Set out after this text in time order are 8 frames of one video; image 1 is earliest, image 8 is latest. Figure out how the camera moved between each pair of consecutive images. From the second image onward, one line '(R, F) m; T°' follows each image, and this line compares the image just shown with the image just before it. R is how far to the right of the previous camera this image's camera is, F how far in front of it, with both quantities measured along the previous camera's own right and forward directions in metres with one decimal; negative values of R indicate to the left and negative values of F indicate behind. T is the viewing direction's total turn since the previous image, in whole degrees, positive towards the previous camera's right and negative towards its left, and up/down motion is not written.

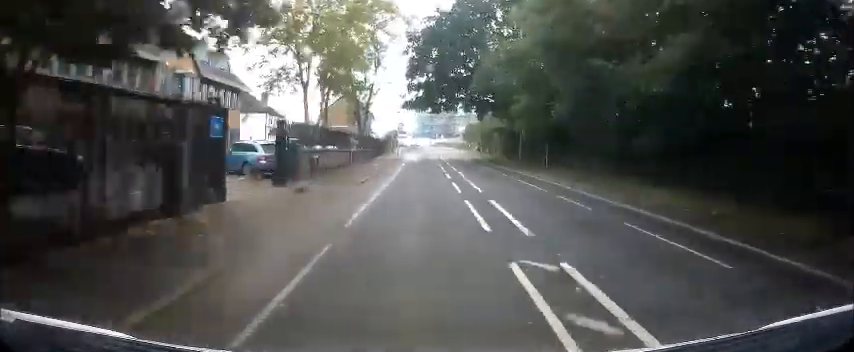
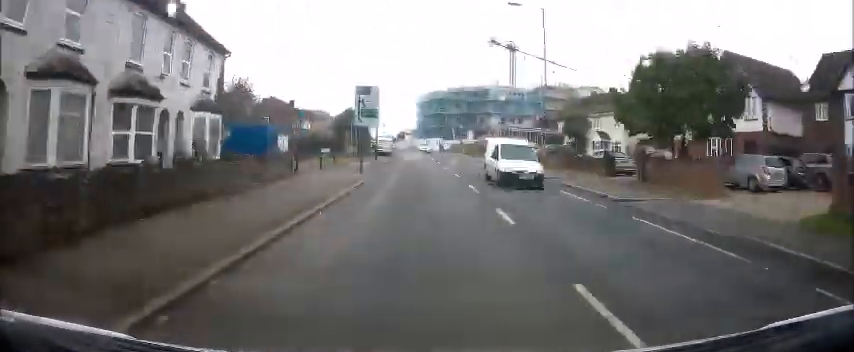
(-0.6, +72.5) m; -2°
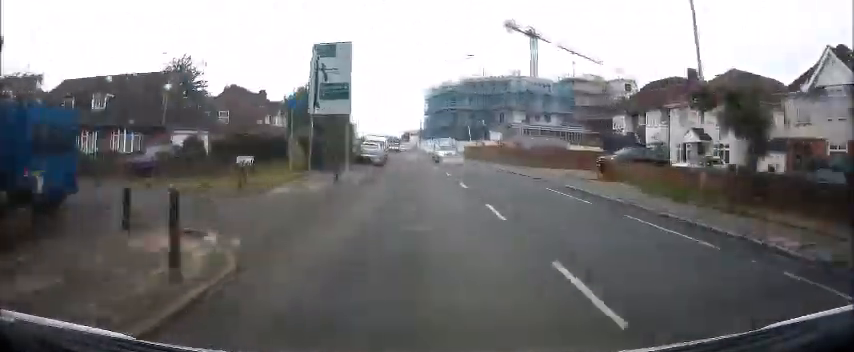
(0.0, +16.9) m; -1°
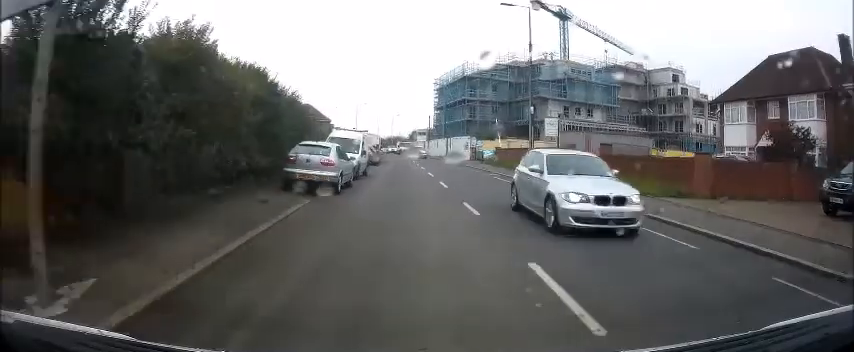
(-0.2, +18.0) m; -1°
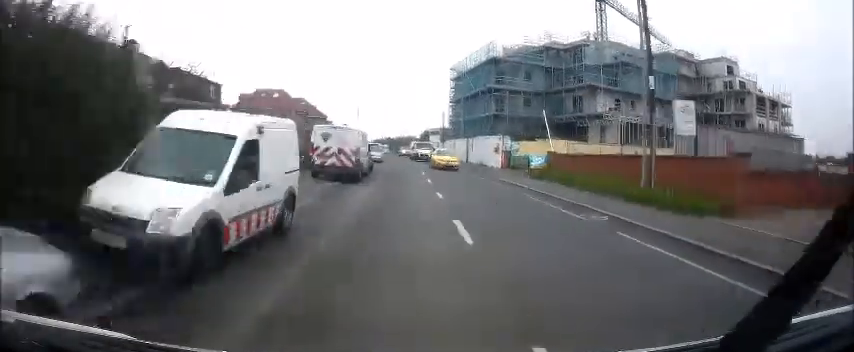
(-0.2, +14.7) m; -1°
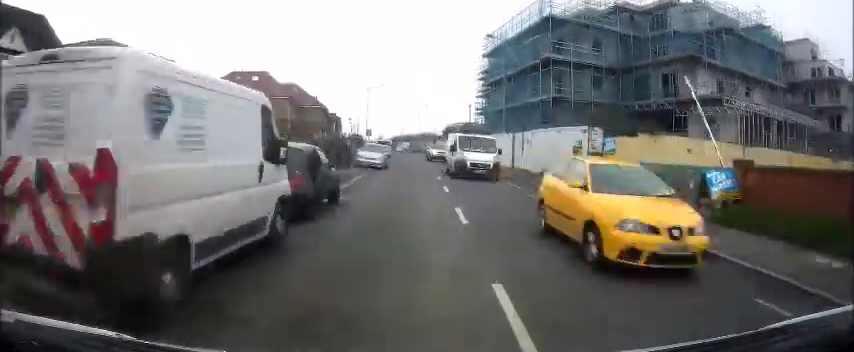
(-0.2, +16.6) m; -1°
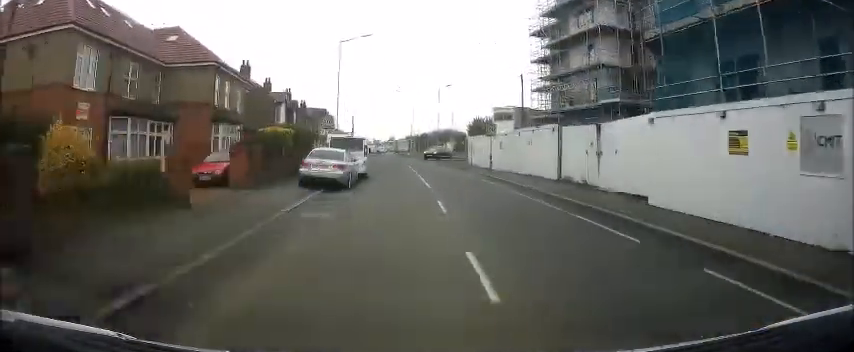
(-1.0, +35.9) m; -4°
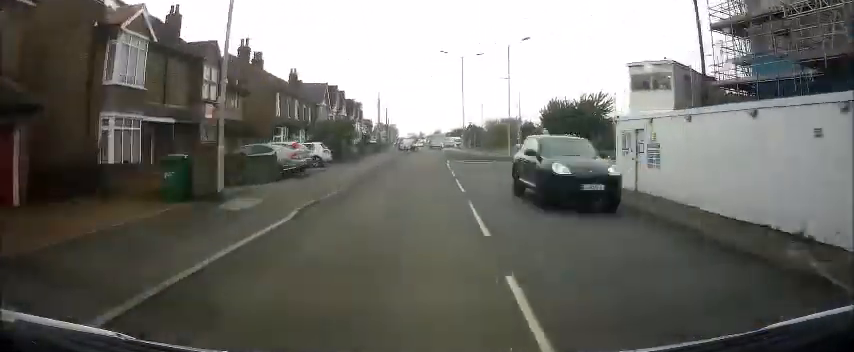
(-0.8, +26.3) m; -3°
